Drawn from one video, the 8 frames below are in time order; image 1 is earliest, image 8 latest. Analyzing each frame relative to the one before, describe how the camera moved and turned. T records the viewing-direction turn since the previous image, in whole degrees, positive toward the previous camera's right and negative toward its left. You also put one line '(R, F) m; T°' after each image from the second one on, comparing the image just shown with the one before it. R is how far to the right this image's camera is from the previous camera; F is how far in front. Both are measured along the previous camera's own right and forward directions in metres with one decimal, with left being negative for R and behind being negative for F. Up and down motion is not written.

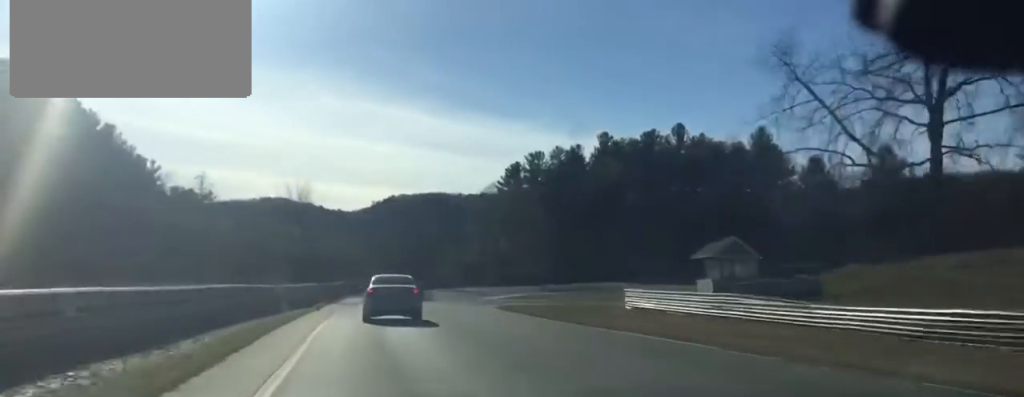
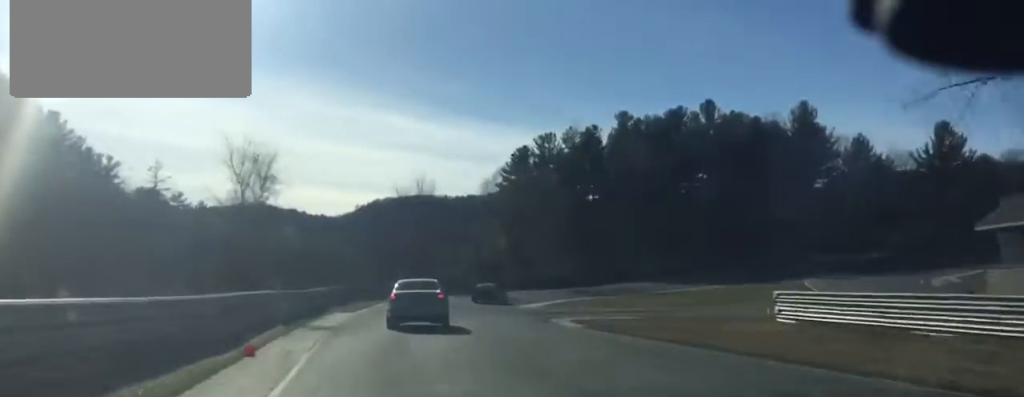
(+0.2, +22.7) m; +3°
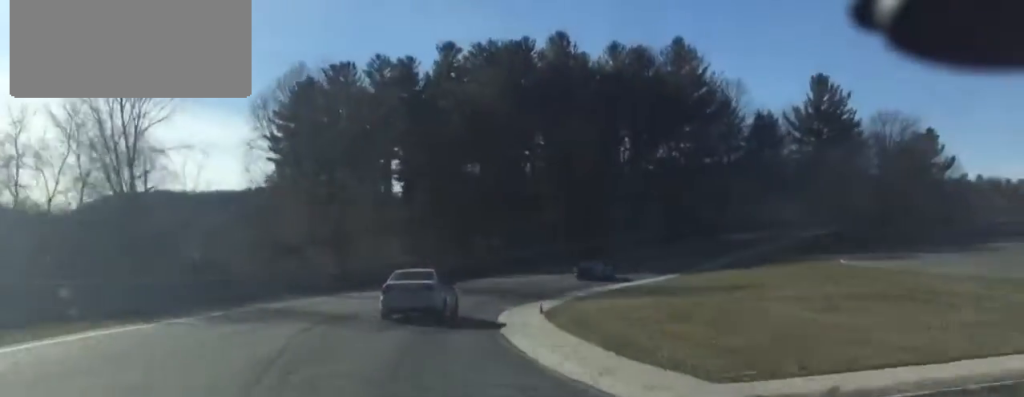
(+4.8, +48.6) m; +16°
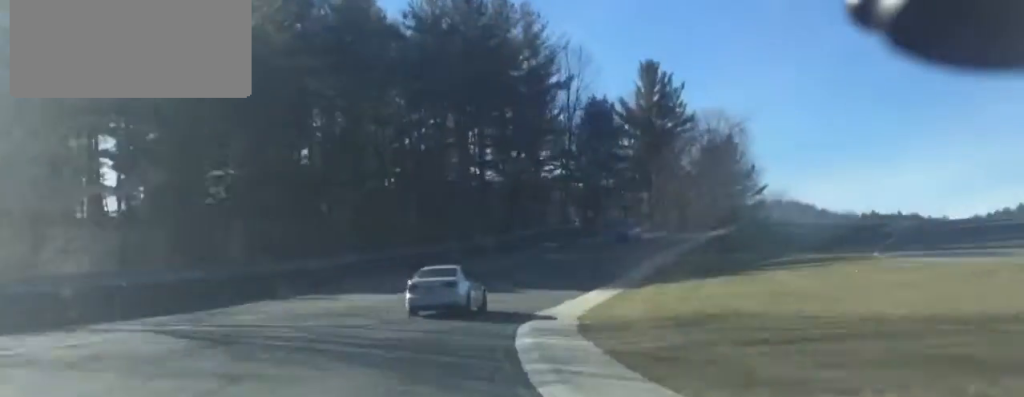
(+4.3, +30.5) m; +18°
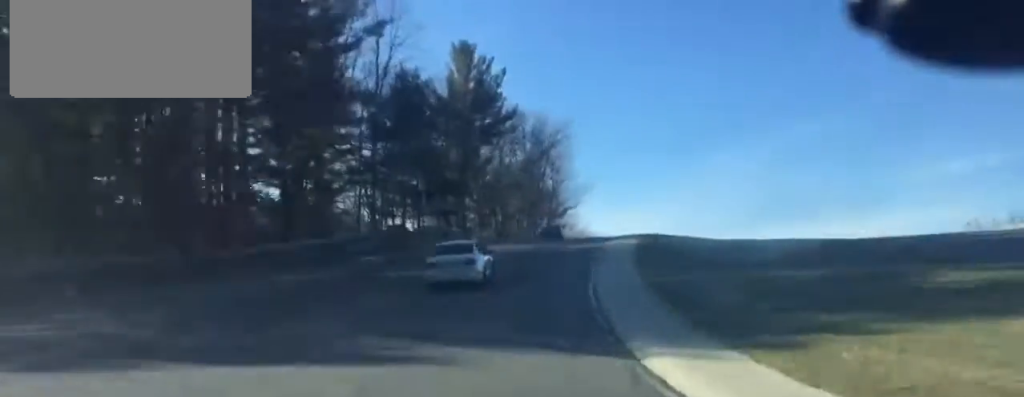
(+3.8, +25.7) m; +13°
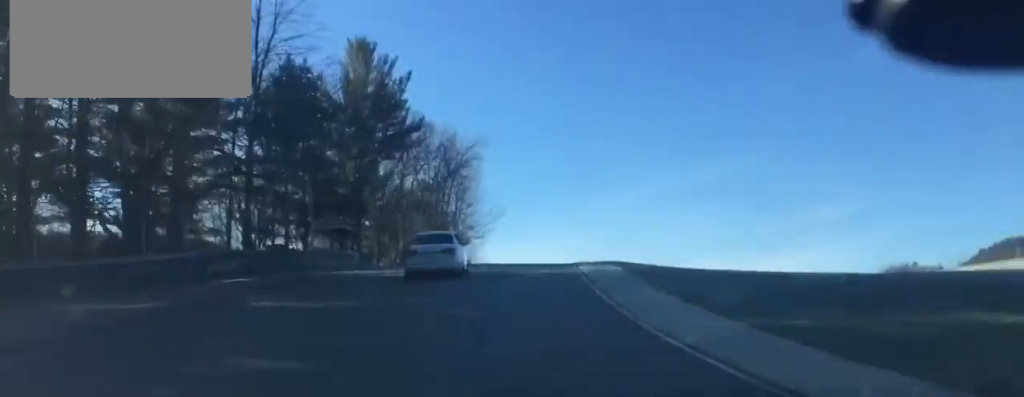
(+1.0, +12.5) m; +3°
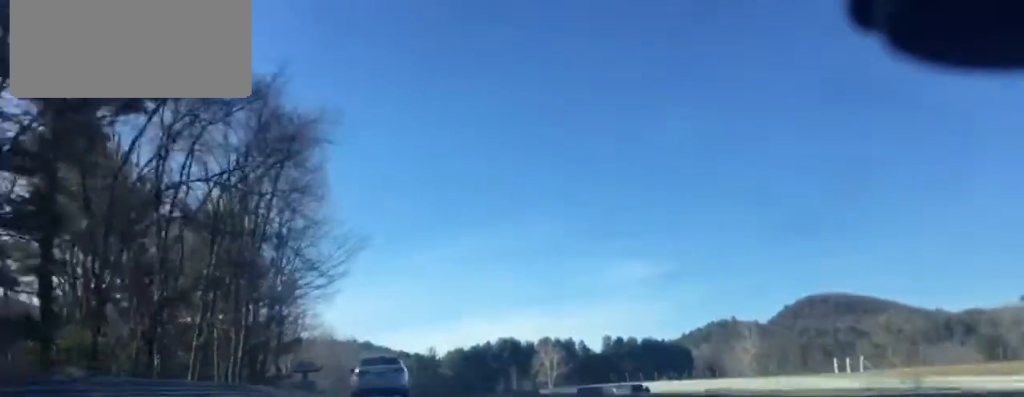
(+2.1, +40.5) m; +9°
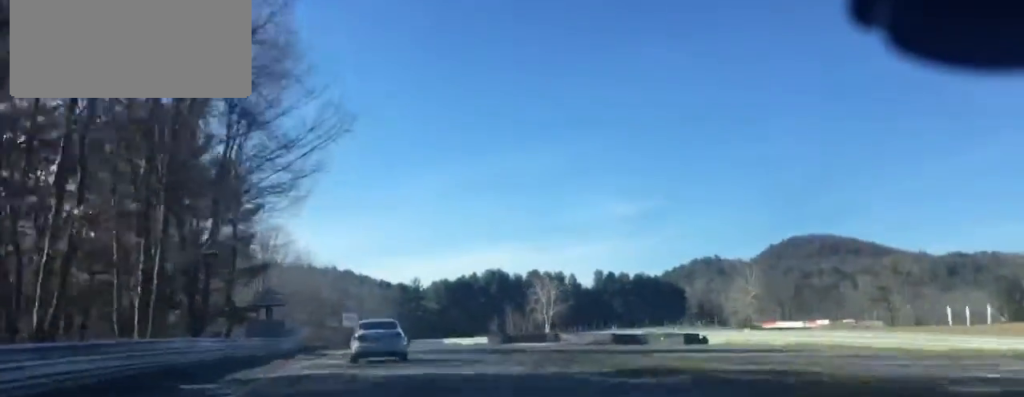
(+1.5, +16.8) m; +5°
